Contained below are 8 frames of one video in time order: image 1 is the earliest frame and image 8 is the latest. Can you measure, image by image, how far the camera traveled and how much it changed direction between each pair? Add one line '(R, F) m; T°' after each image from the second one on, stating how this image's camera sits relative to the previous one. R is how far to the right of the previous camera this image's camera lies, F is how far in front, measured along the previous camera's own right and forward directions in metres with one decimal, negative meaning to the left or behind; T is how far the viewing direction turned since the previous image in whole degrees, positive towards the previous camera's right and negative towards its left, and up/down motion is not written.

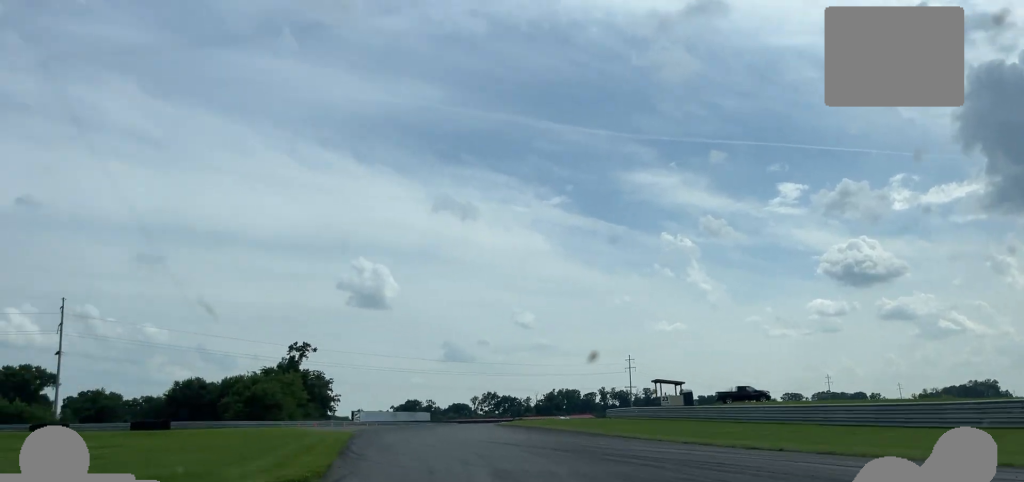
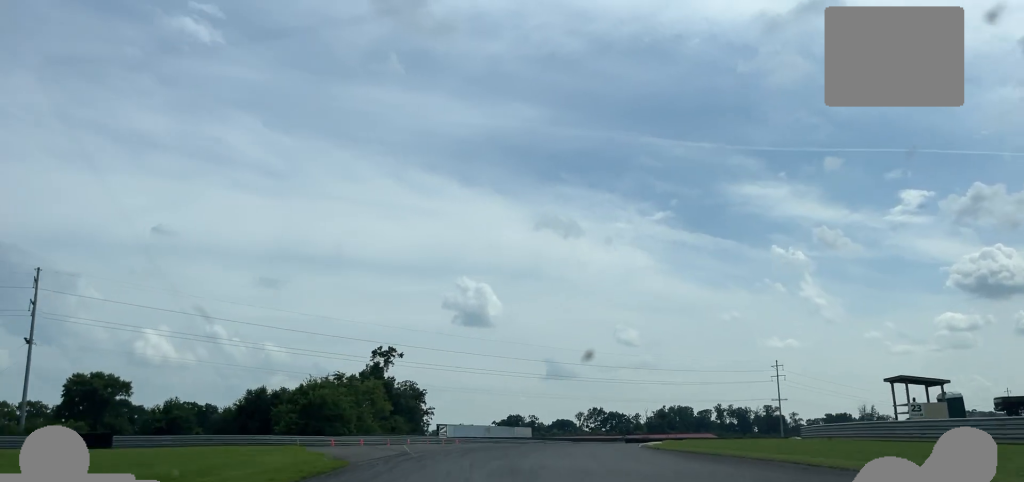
(-3.9, +29.0) m; -5°
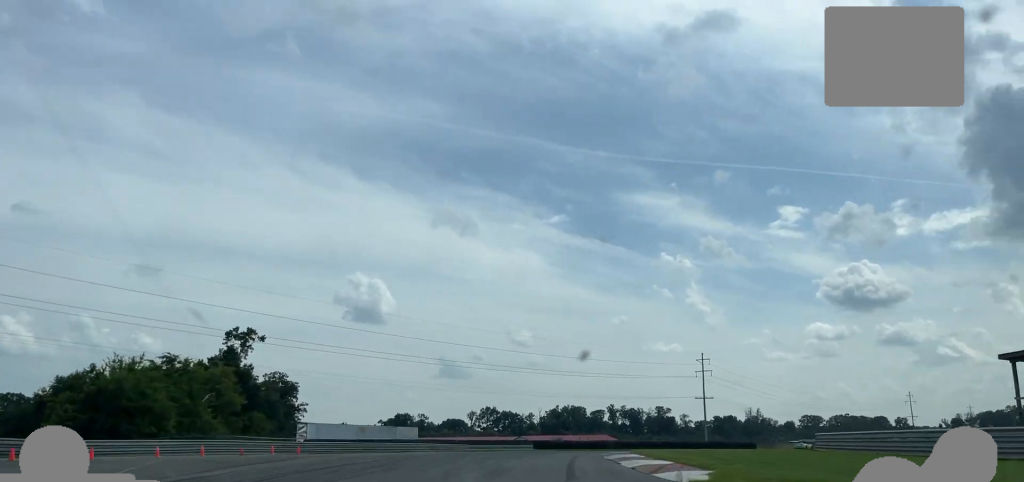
(+0.6, +23.6) m; +5°
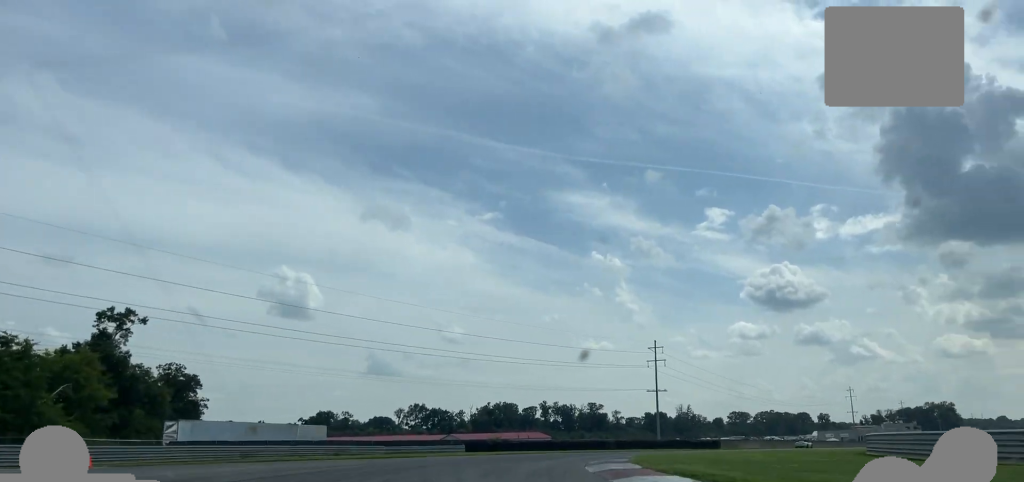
(0.0, +16.2) m; +5°
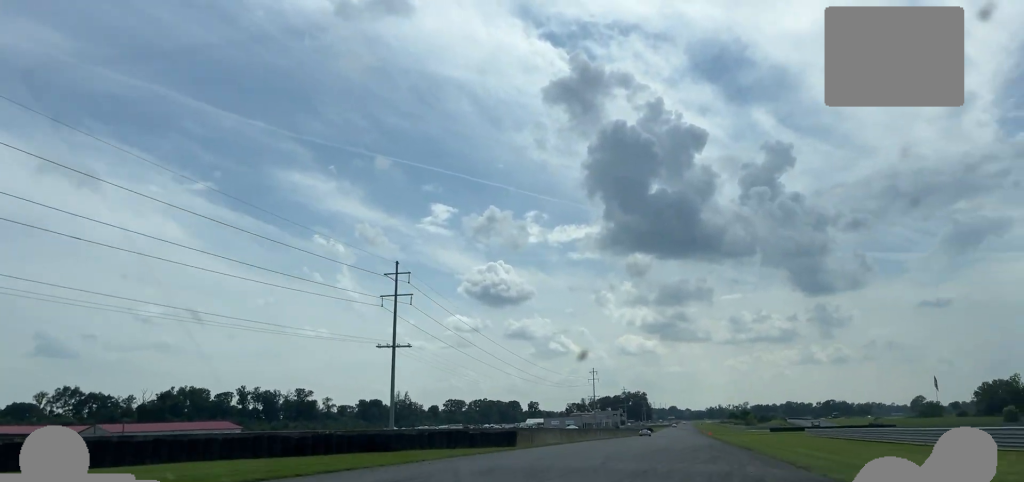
(+8.8, +49.3) m; +19°
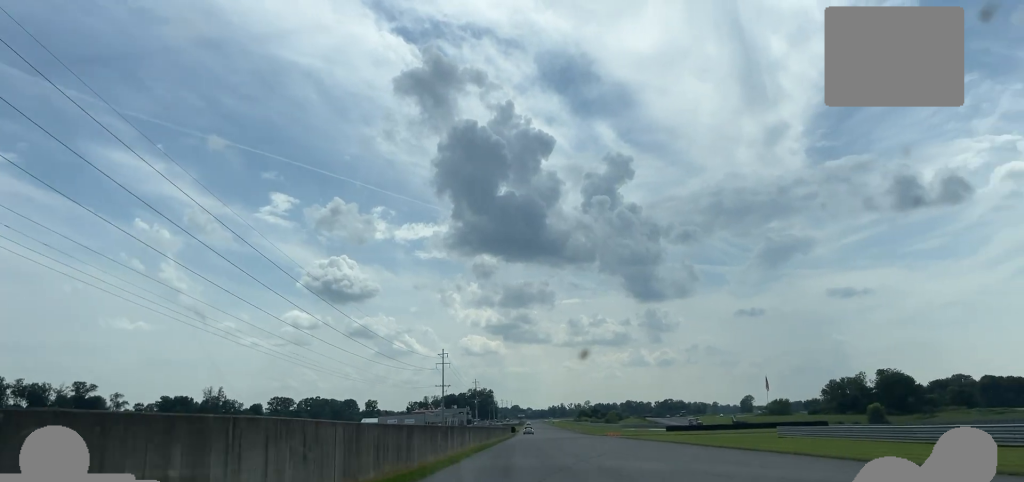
(+6.0, +49.5) m; +12°
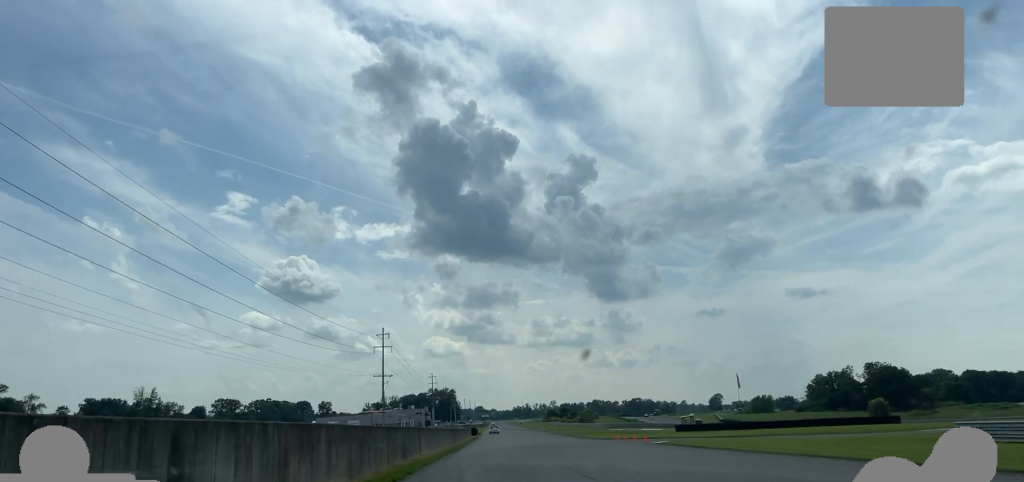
(+1.7, +35.5) m; +3°
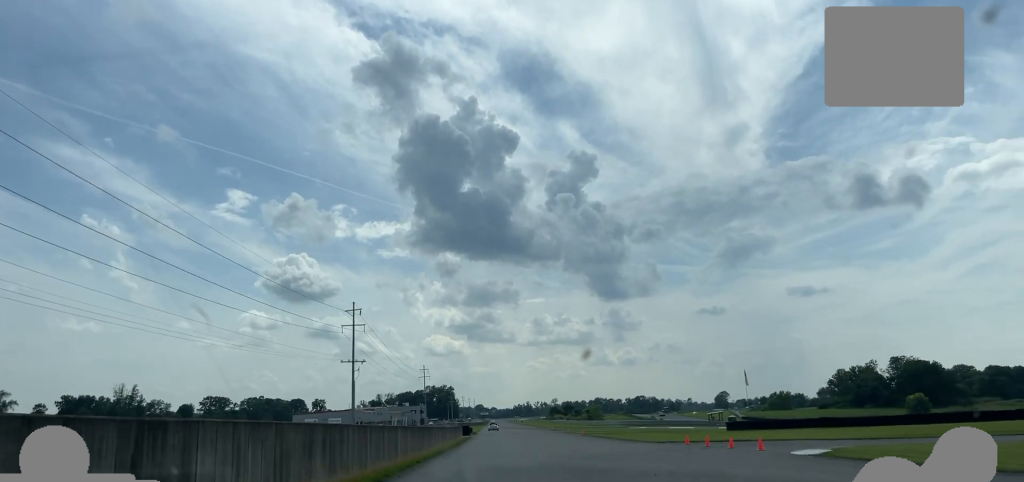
(+0.3, +24.4) m; +1°
